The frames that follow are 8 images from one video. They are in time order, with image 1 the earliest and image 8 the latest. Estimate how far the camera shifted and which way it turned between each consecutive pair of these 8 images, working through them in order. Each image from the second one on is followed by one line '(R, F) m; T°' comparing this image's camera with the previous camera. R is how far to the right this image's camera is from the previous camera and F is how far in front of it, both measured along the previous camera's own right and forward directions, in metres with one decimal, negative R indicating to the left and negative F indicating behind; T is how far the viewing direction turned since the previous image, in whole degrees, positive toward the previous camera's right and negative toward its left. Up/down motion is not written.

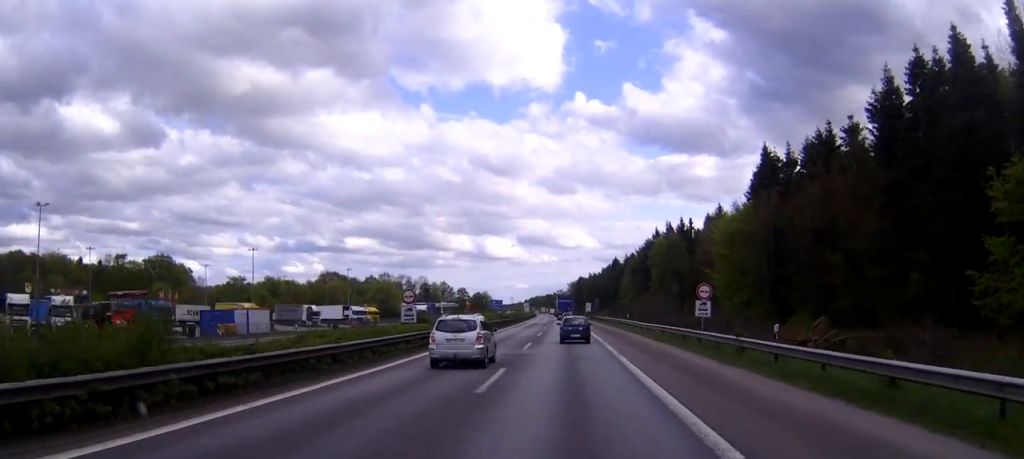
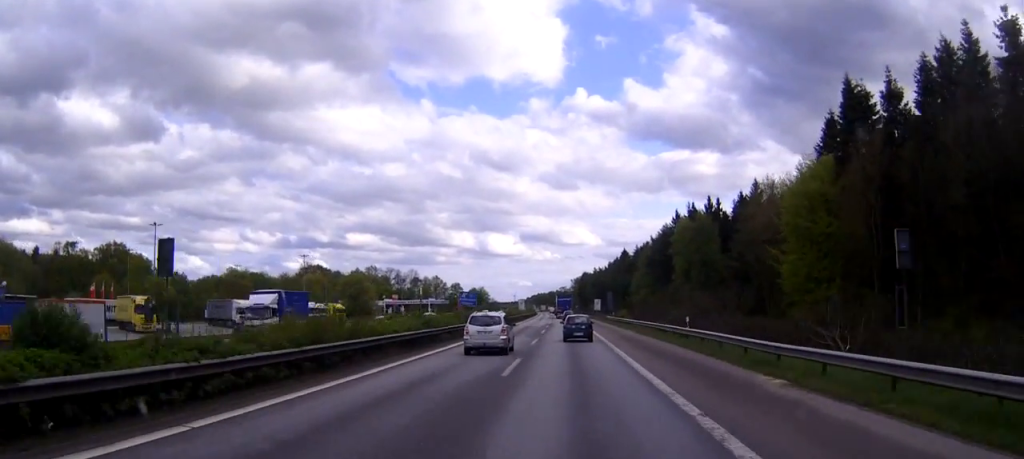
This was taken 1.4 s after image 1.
(-0.2, +31.6) m; -1°
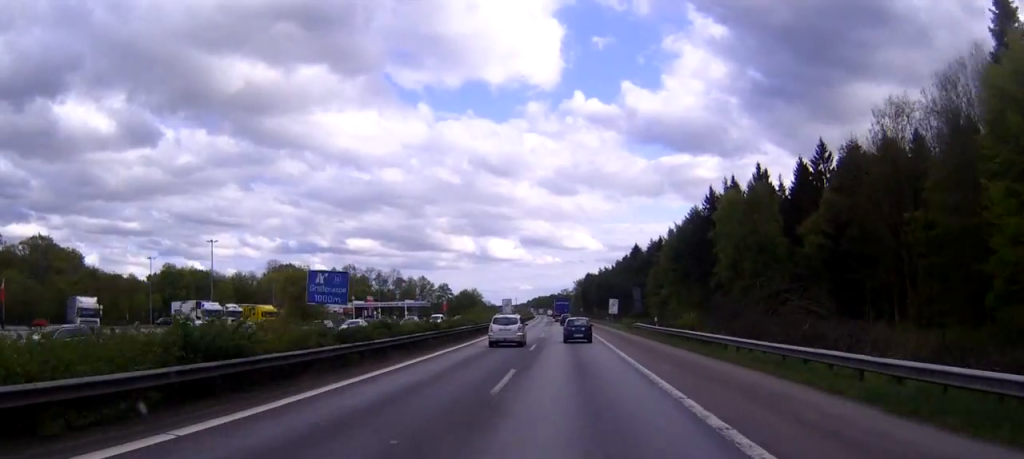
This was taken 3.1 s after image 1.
(0.0, +39.3) m; 0°
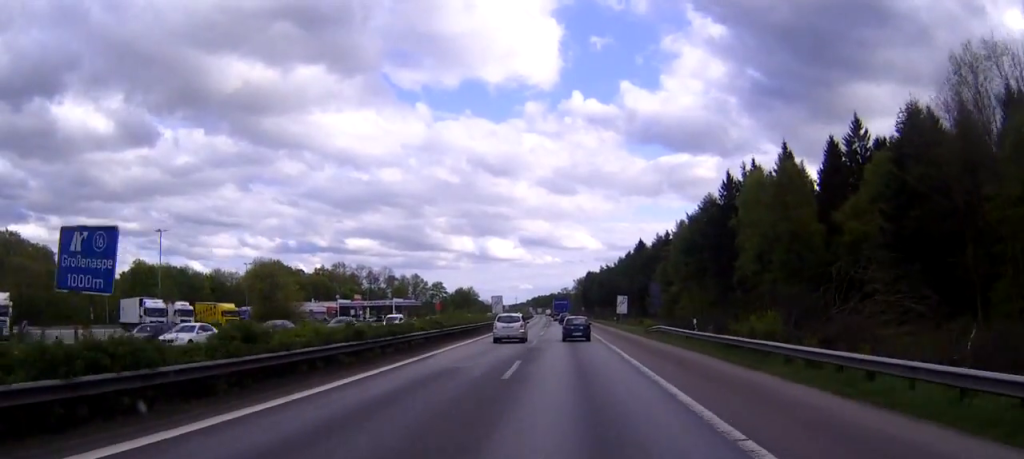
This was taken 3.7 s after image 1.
(+0.1, +14.6) m; 0°
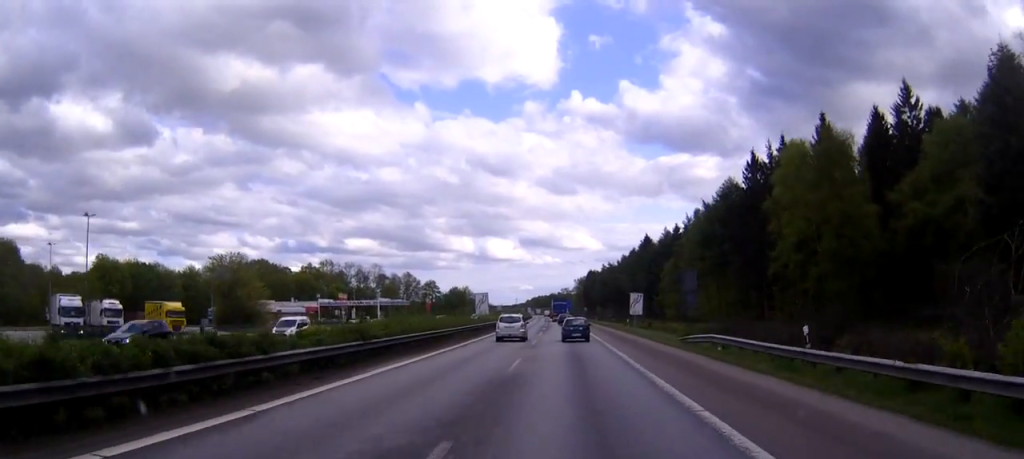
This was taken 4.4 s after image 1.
(0.0, +16.1) m; 0°
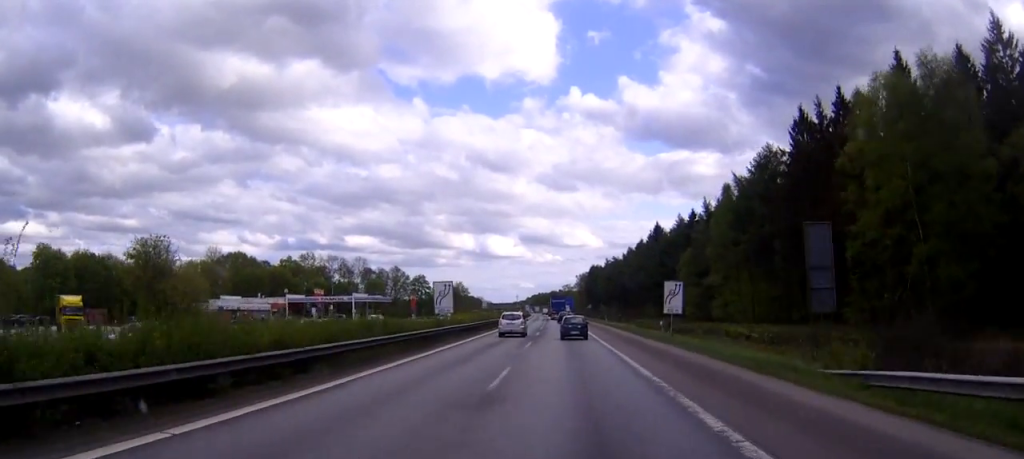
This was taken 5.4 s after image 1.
(-0.2, +22.3) m; 0°
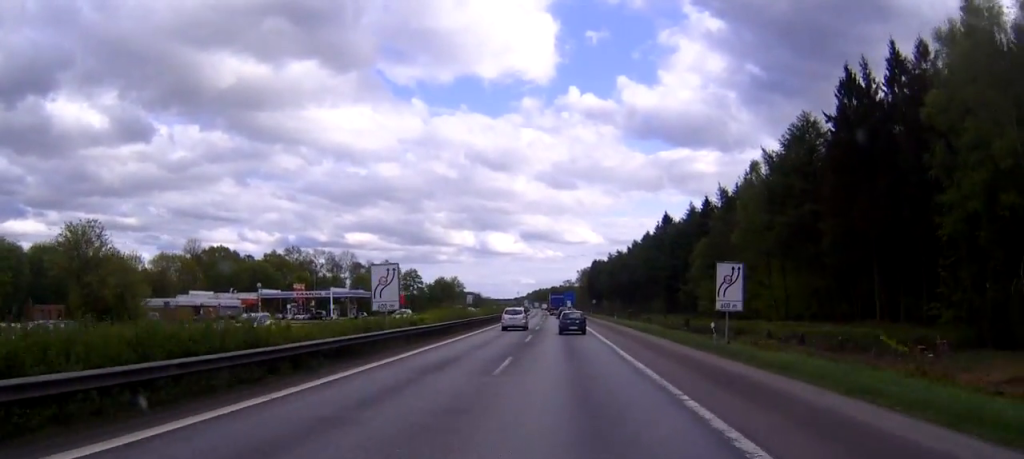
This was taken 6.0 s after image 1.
(0.0, +15.4) m; 0°
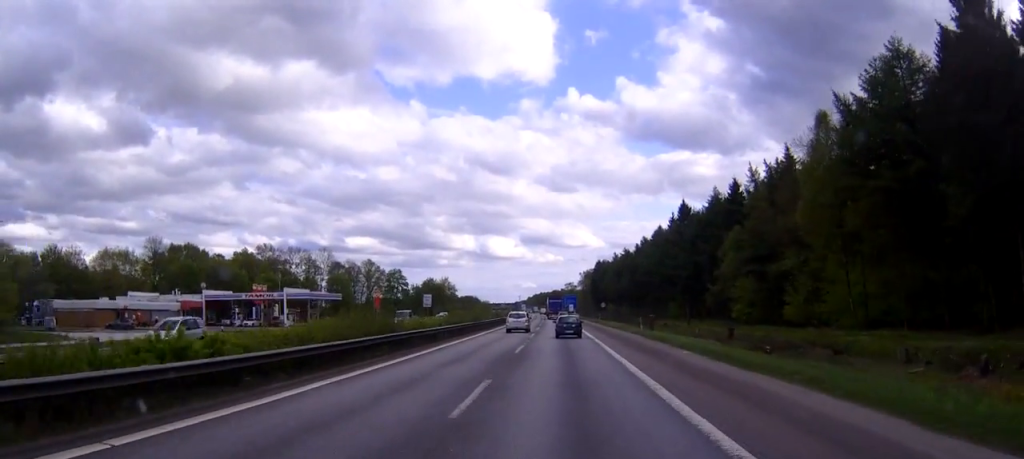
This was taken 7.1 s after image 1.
(0.0, +24.5) m; 0°
